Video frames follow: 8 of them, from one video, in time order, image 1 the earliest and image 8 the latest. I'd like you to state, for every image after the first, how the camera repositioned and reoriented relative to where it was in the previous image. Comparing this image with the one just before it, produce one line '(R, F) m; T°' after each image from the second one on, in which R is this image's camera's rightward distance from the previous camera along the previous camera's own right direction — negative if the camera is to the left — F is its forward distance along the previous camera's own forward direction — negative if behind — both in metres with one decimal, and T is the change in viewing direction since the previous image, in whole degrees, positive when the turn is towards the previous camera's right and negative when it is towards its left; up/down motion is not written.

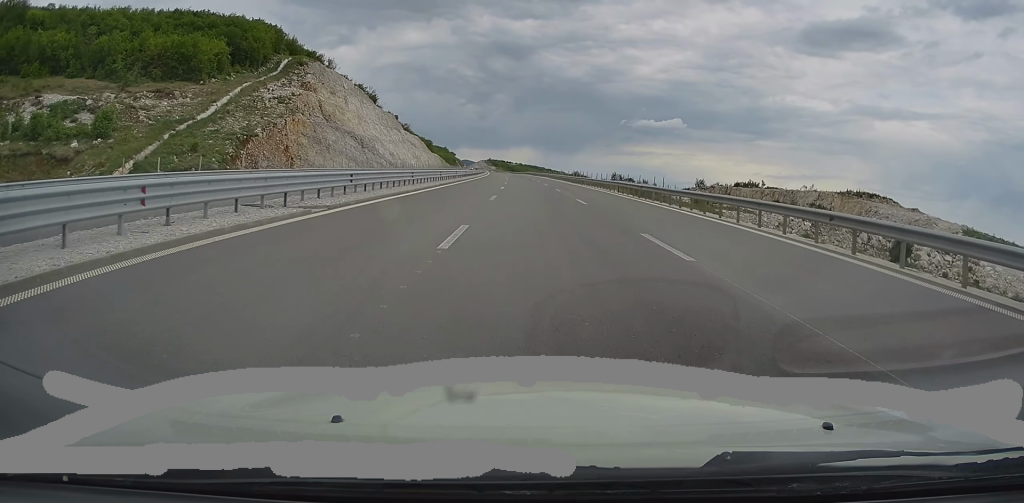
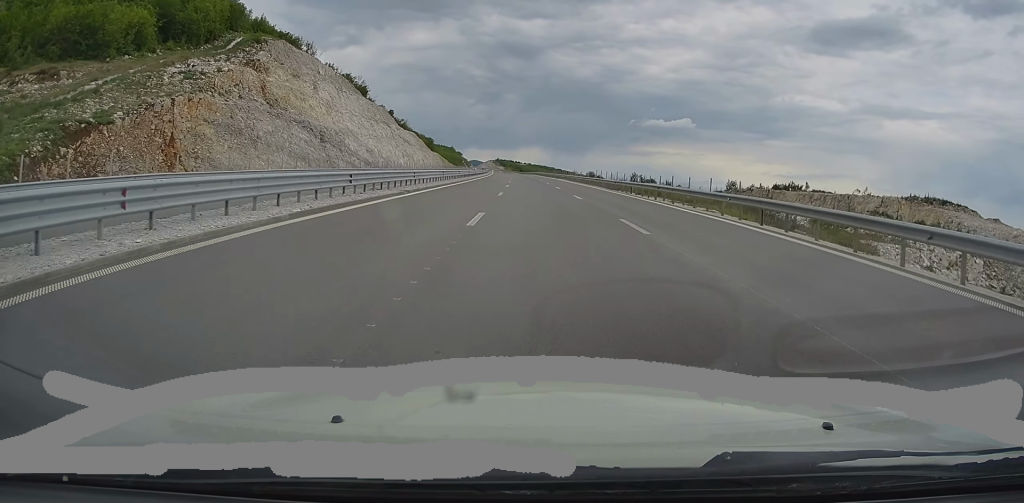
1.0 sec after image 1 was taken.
(-0.3, +27.7) m; -1°
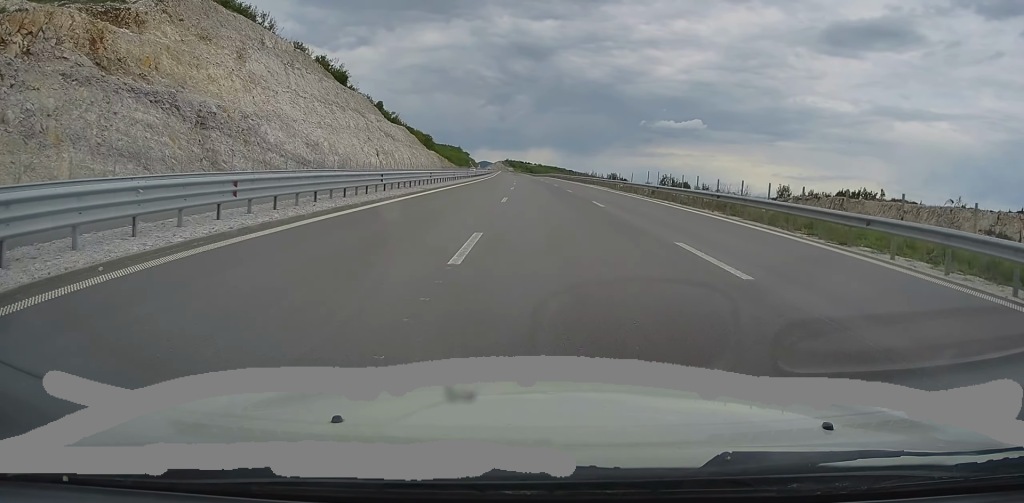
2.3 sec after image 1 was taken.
(-0.2, +36.0) m; 0°
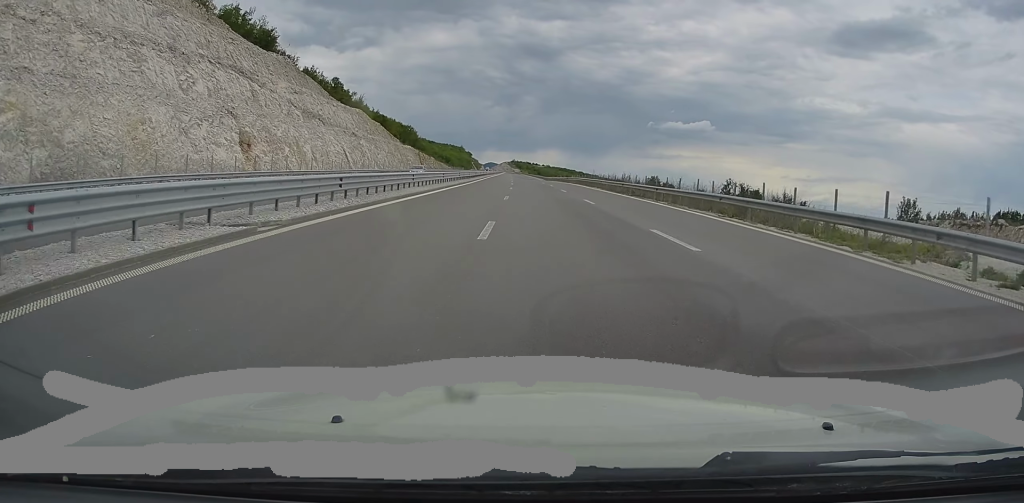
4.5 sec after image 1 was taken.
(-0.1, +57.1) m; -1°
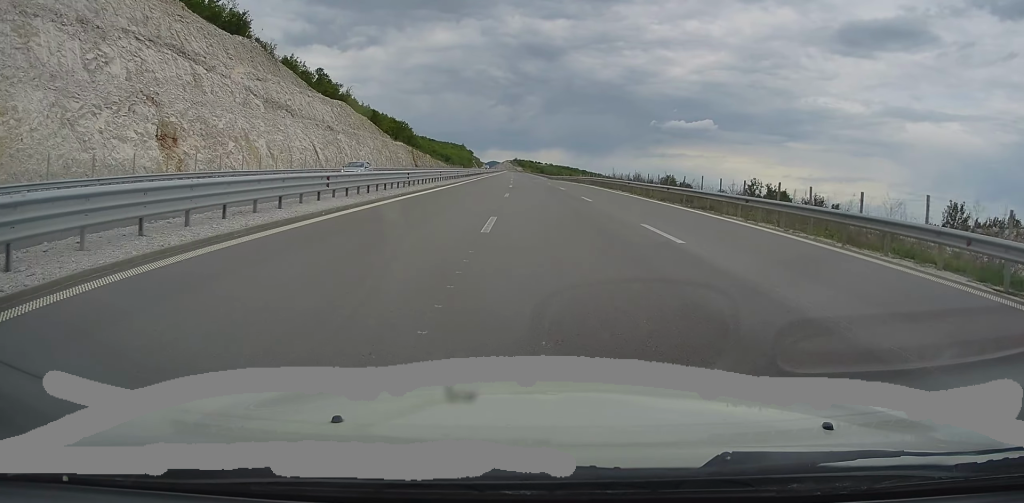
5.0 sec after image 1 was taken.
(-0.1, +13.4) m; -1°
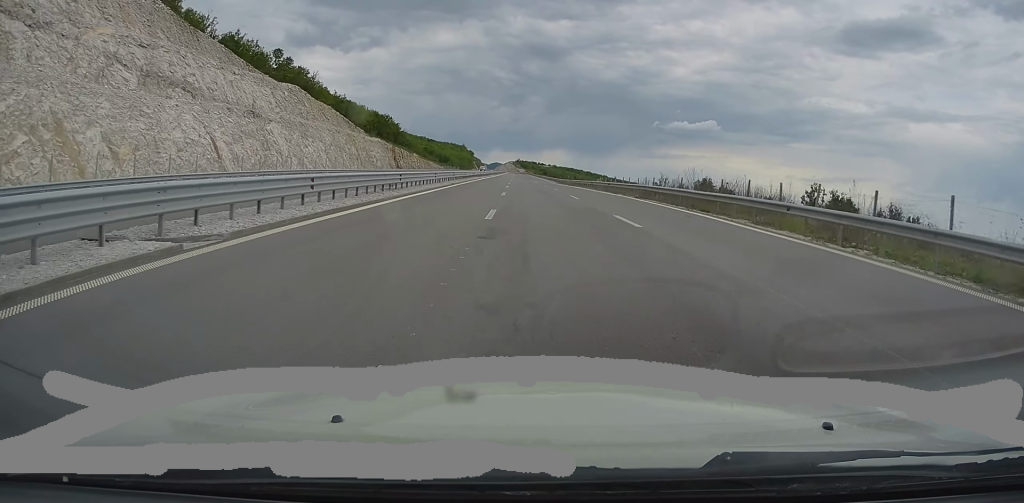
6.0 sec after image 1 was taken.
(-0.1, +25.1) m; 0°
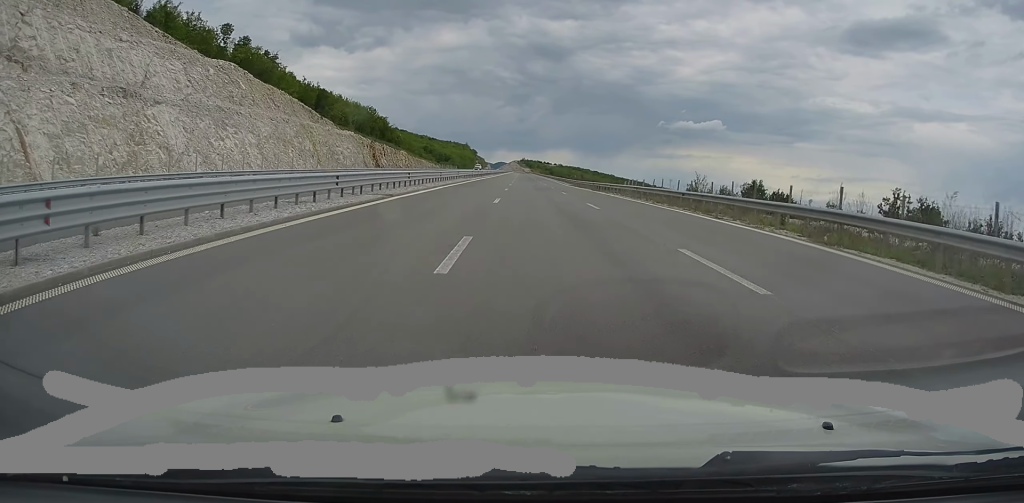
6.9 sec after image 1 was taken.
(0.0, +24.6) m; 0°
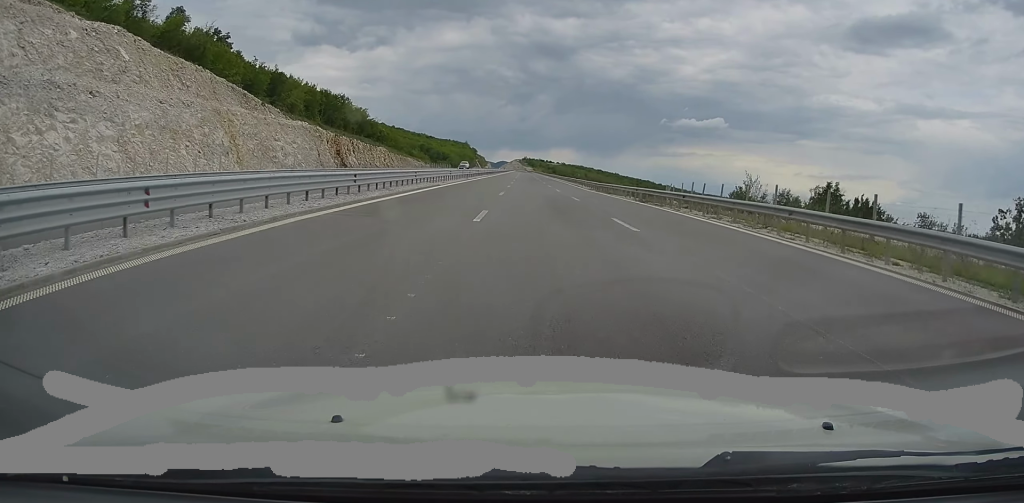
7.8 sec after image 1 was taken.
(0.0, +24.1) m; 0°
